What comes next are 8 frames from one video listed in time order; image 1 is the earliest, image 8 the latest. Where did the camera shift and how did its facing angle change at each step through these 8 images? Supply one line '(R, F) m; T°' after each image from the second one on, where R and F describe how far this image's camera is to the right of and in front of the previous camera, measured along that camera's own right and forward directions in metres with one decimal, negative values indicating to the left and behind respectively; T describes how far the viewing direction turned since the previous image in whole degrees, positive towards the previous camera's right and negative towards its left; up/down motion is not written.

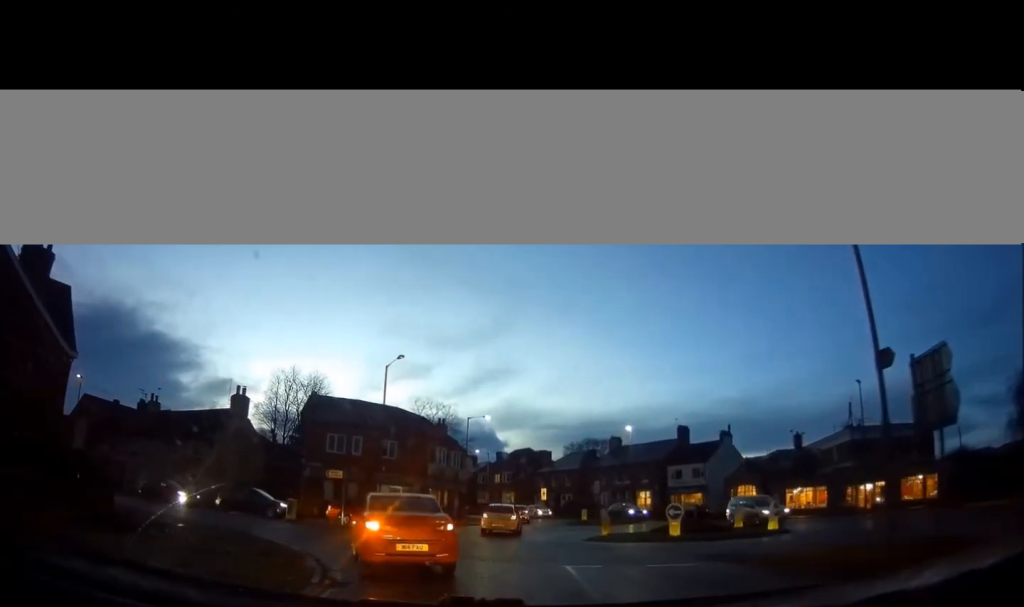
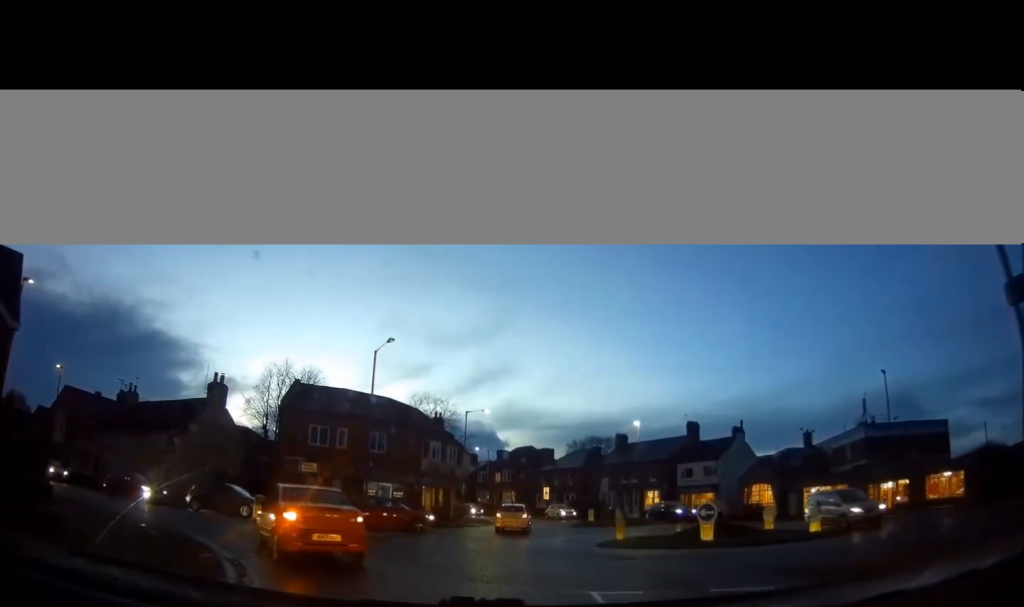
(0.0, +3.5) m; +1°
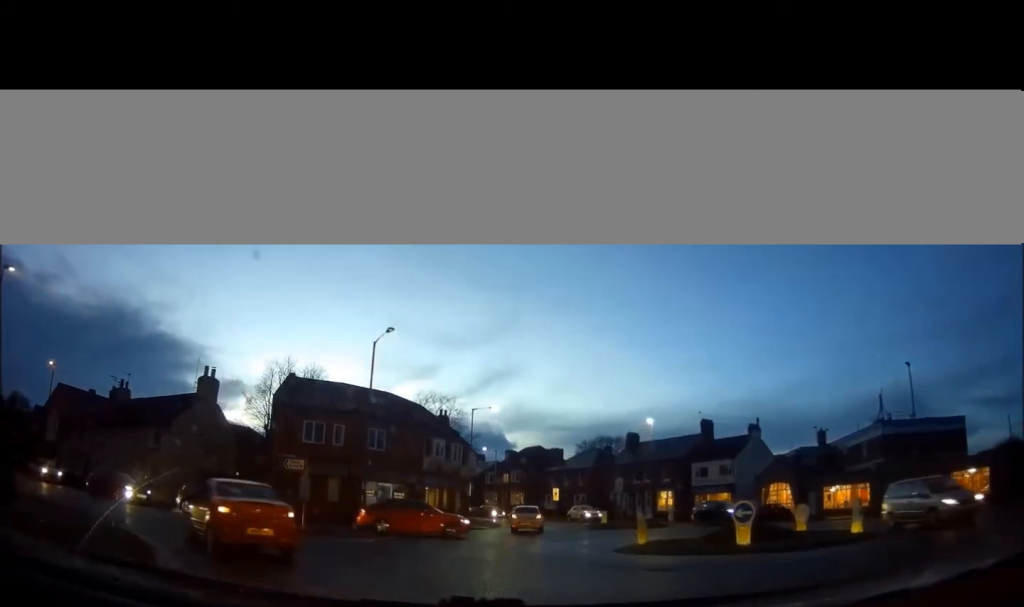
(0.0, +2.3) m; 0°
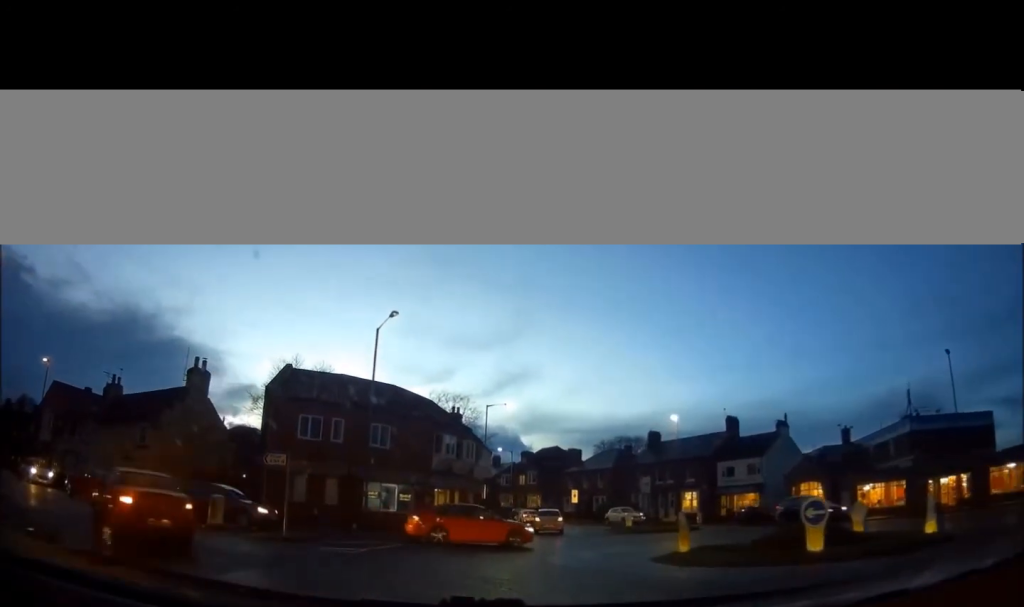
(0.0, +3.0) m; 0°
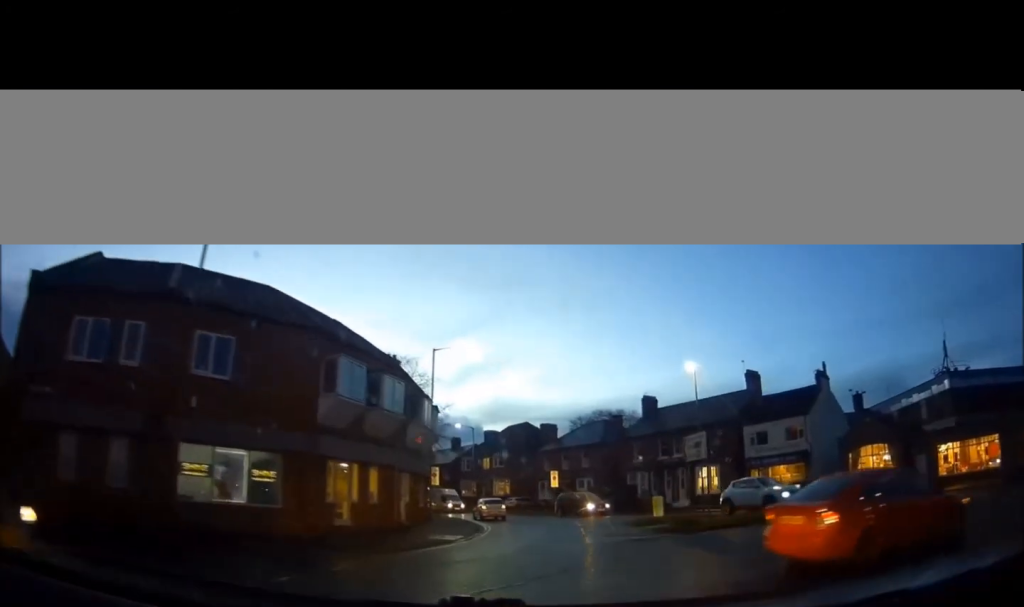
(-0.2, +13.6) m; +4°
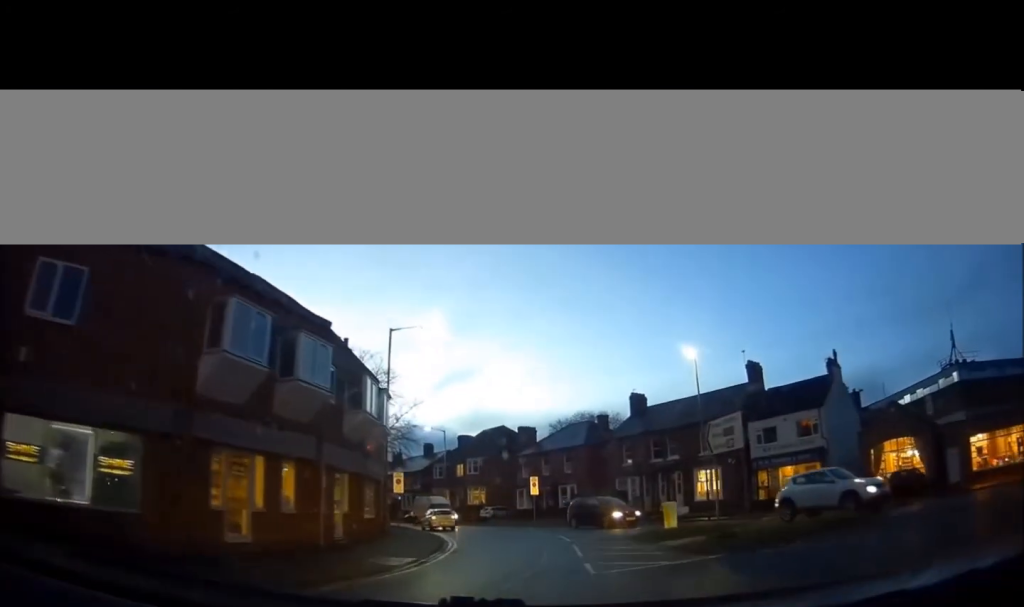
(+0.5, +5.2) m; +2°
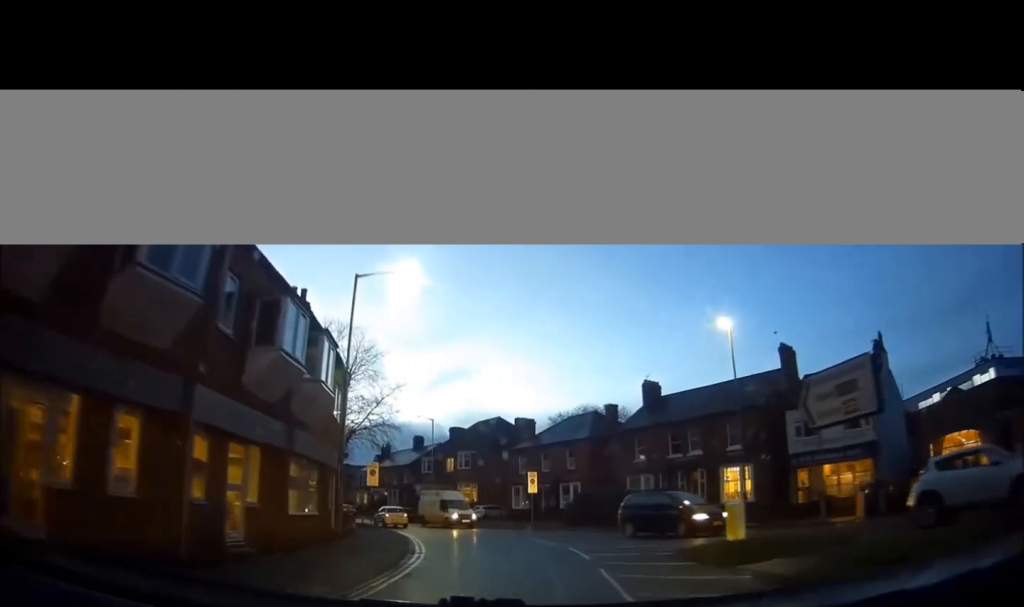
(+0.1, +6.1) m; -1°
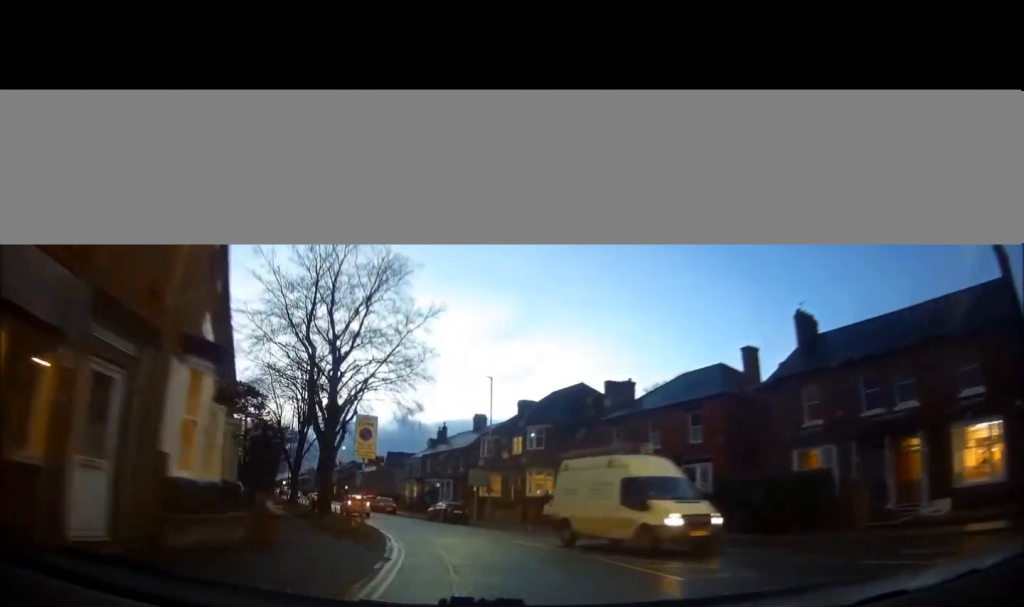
(-1.0, +14.8) m; -9°
